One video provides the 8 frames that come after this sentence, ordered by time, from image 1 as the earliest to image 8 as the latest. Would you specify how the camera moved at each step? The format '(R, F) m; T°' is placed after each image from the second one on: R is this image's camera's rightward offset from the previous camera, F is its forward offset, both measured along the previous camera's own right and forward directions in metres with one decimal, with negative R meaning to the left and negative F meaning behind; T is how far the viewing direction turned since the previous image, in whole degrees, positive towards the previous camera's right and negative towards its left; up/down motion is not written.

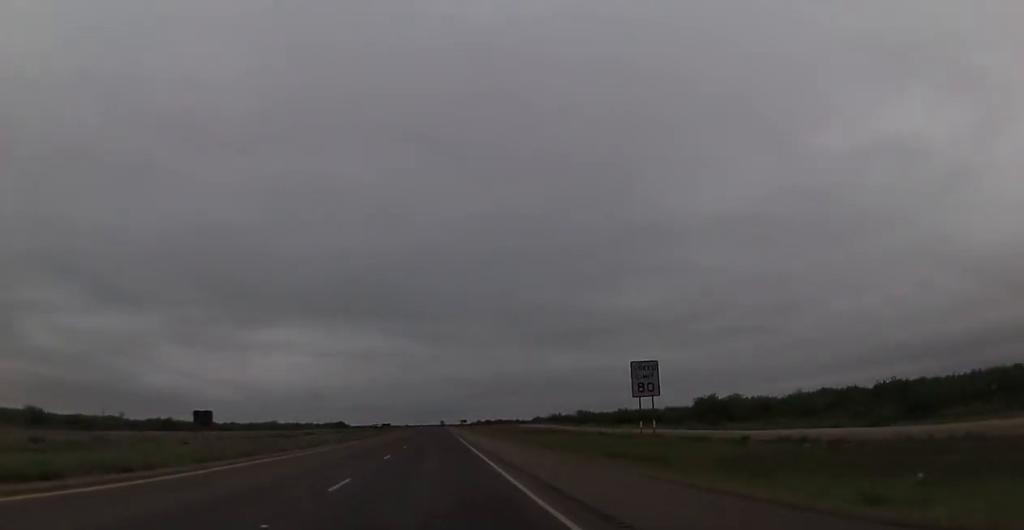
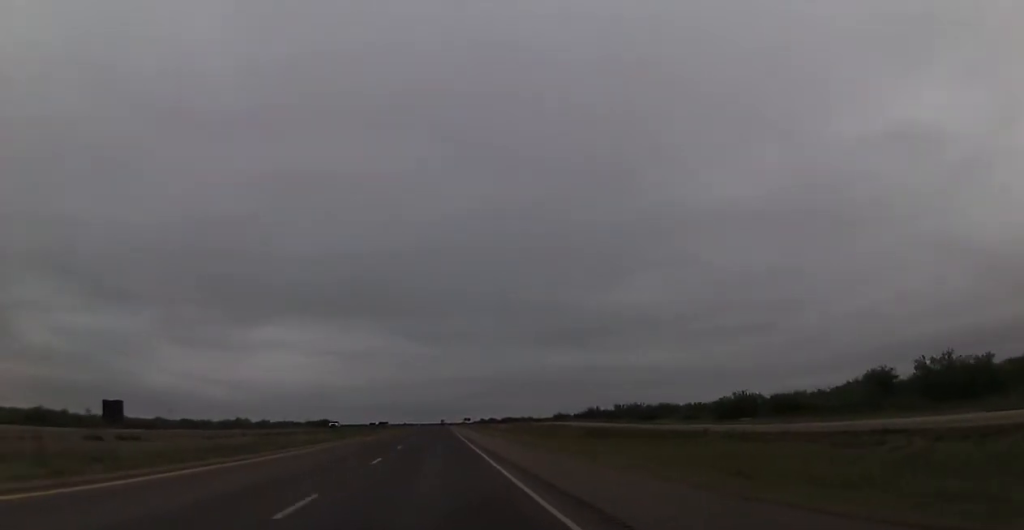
(0.0, +52.5) m; 0°
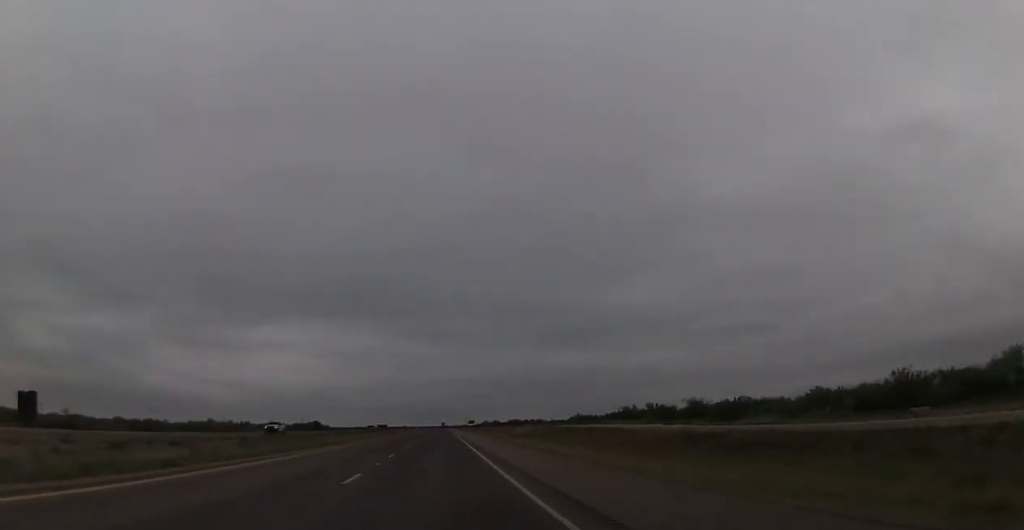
(-0.2, +30.6) m; 0°
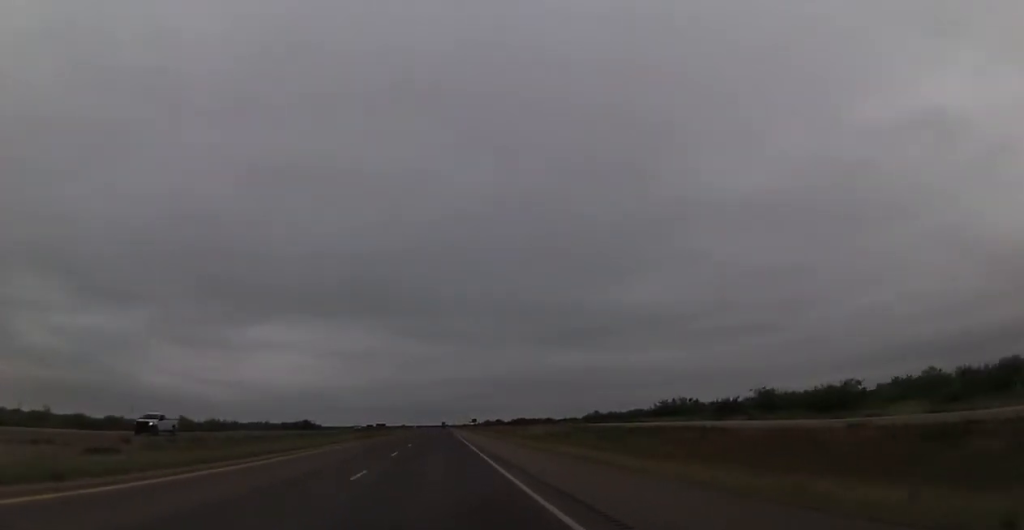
(-0.1, +23.2) m; 0°
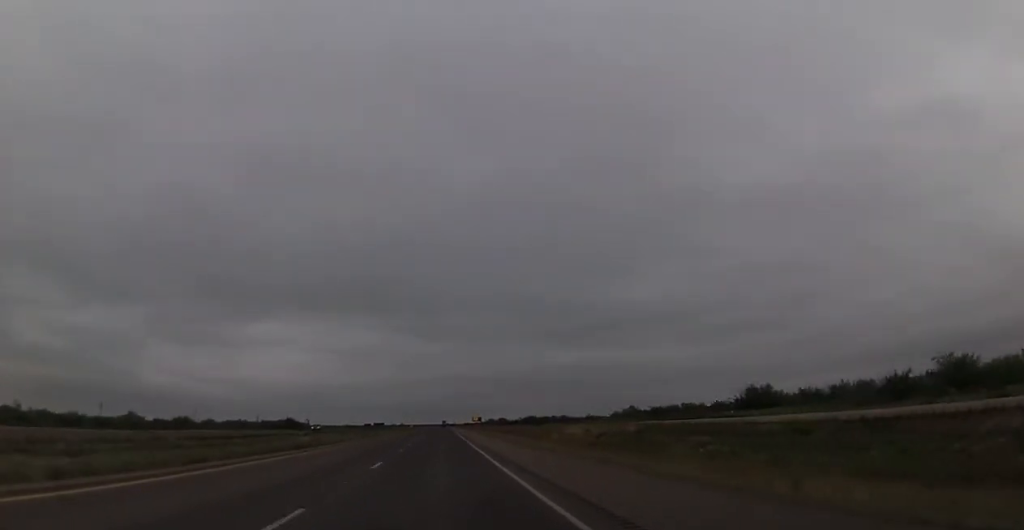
(+0.3, +32.9) m; 0°
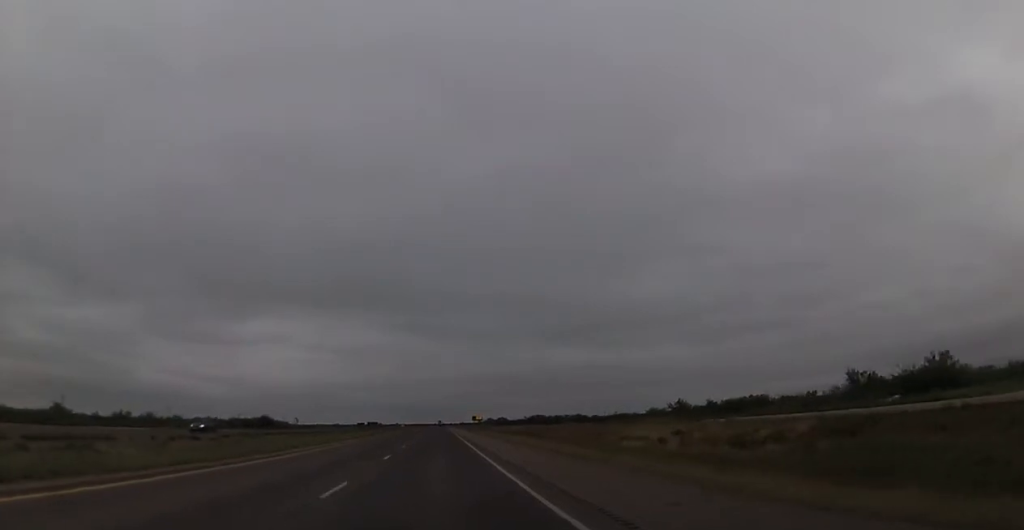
(-0.5, +31.7) m; 0°
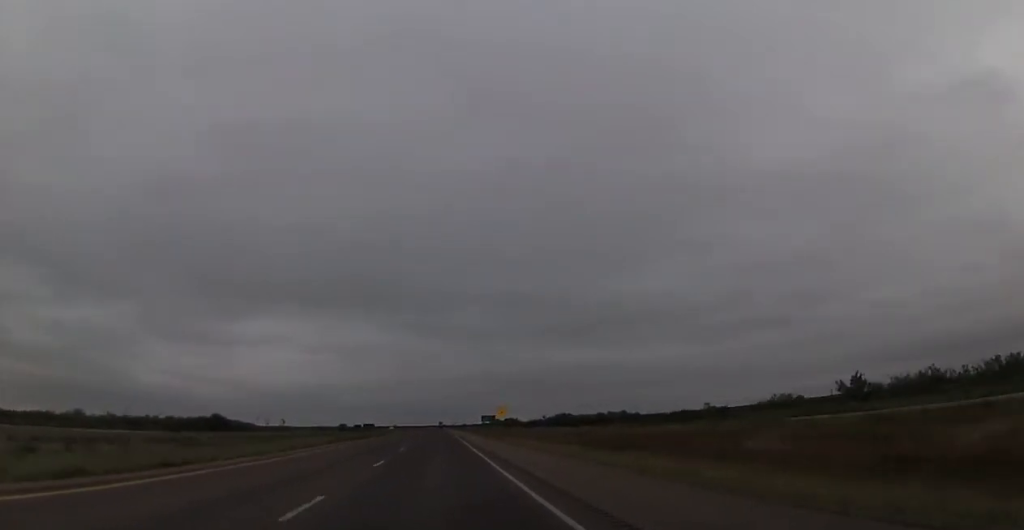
(+0.3, +51.0) m; 0°
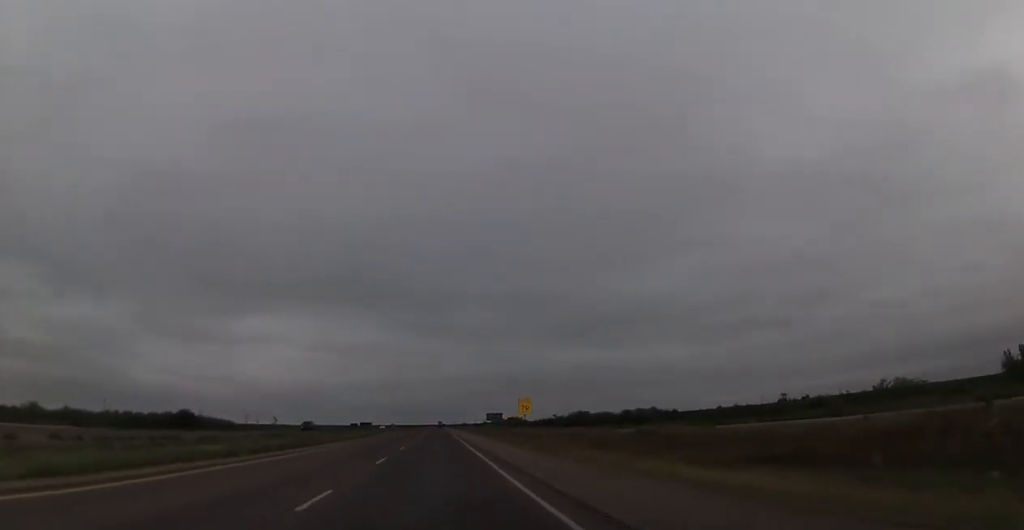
(-0.3, +23.1) m; 0°
